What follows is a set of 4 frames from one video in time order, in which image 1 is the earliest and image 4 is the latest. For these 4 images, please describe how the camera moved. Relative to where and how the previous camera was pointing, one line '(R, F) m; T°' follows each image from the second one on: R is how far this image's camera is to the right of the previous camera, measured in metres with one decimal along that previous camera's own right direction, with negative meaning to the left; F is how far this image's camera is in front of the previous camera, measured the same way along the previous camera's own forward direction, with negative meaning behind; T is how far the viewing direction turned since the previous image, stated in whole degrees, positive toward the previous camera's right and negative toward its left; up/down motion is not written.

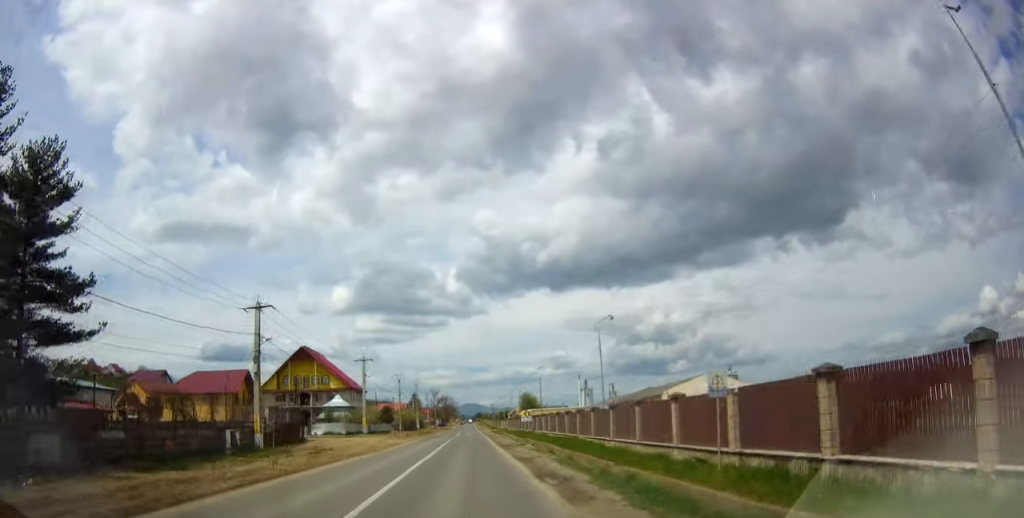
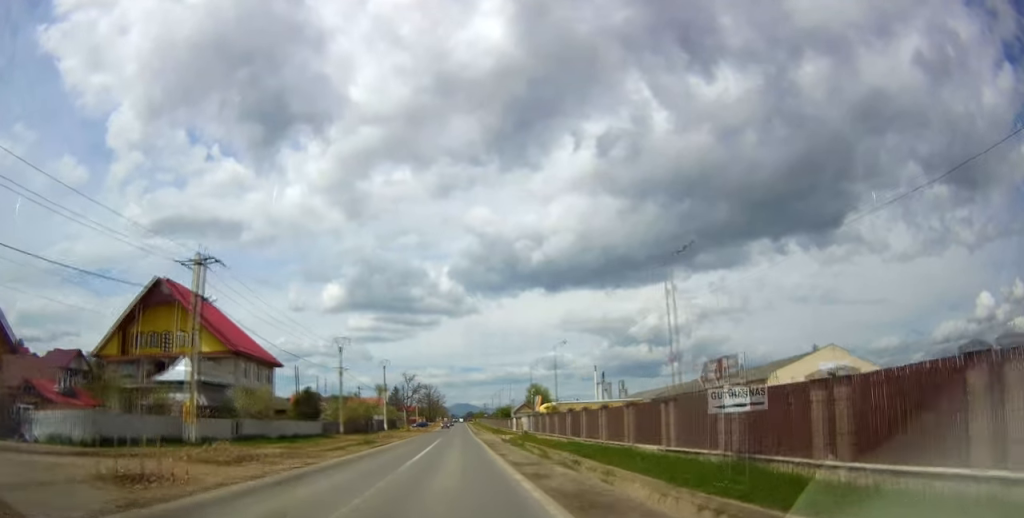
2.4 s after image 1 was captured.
(-0.4, +49.0) m; -1°
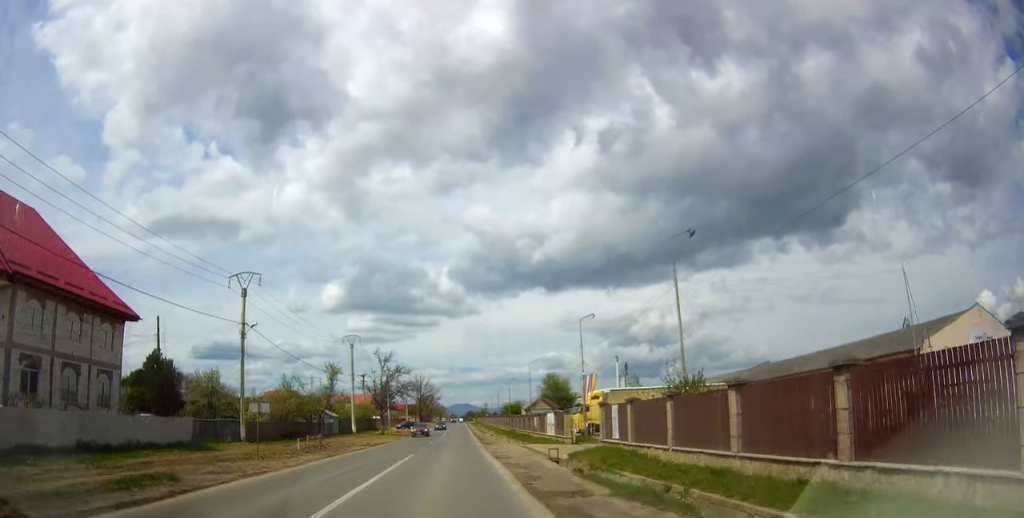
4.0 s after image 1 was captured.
(+0.7, +31.1) m; +2°
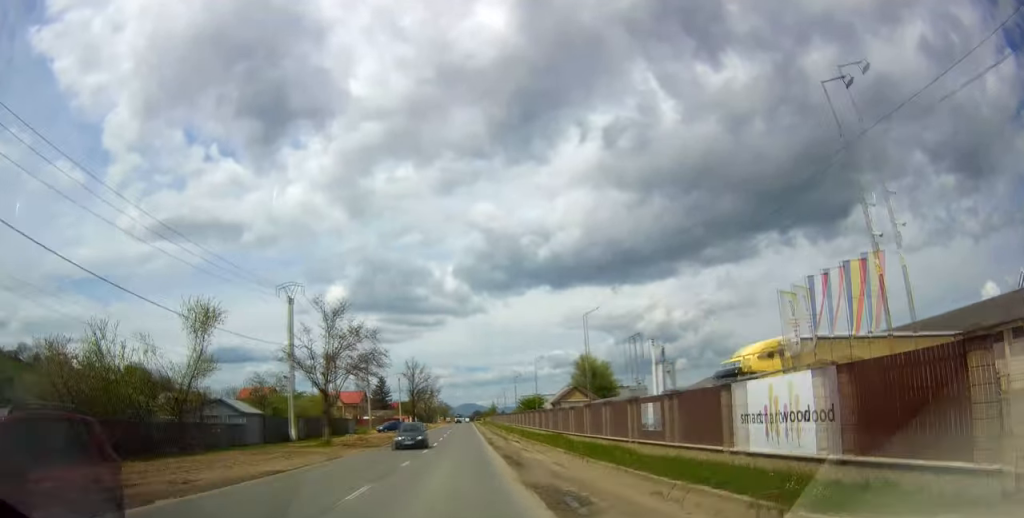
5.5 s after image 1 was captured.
(+0.6, +30.7) m; +1°
